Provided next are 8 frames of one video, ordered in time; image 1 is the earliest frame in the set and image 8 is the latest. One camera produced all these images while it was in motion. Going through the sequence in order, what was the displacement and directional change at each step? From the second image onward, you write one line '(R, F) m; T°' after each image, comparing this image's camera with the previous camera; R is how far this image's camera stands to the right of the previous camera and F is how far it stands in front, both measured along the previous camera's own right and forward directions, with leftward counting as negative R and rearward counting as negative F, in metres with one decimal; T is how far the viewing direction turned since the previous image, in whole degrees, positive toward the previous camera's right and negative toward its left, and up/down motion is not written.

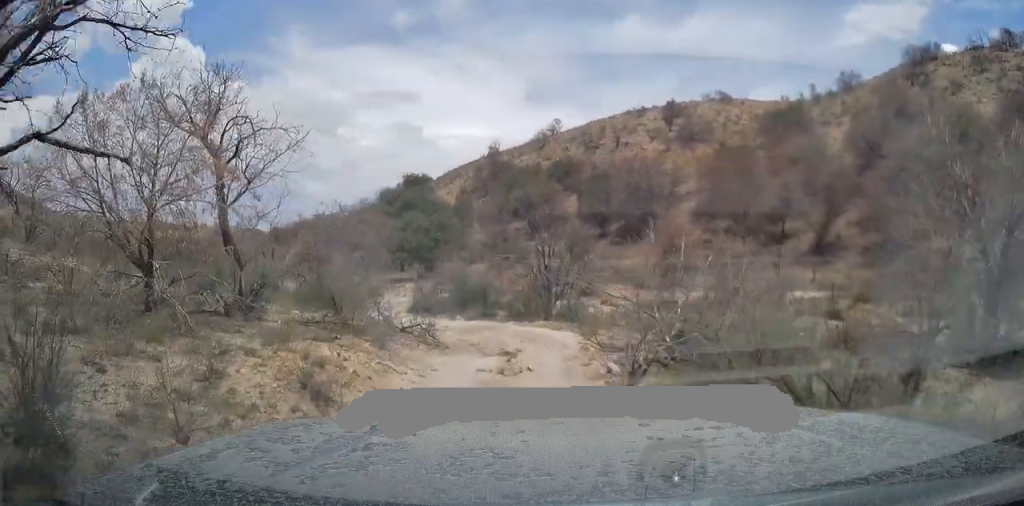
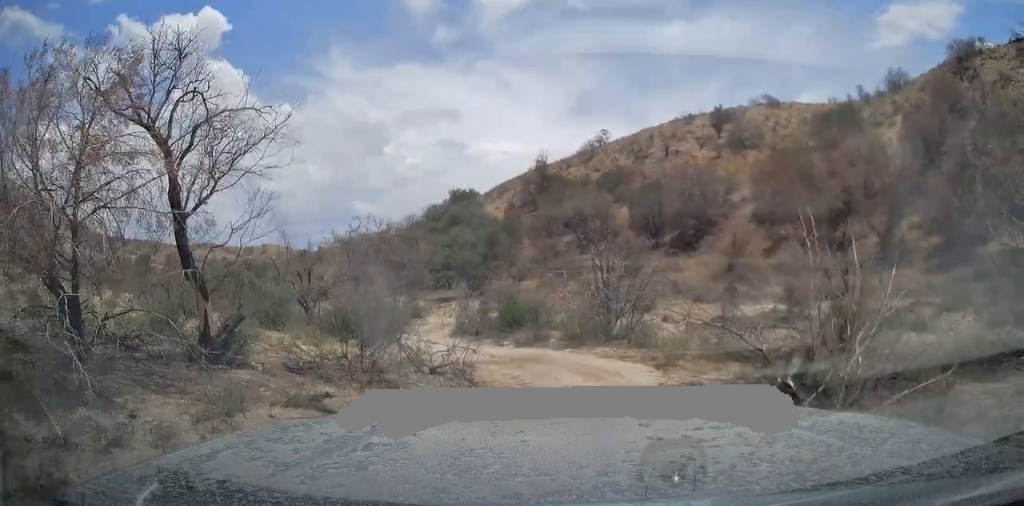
(+0.4, +2.8) m; -1°
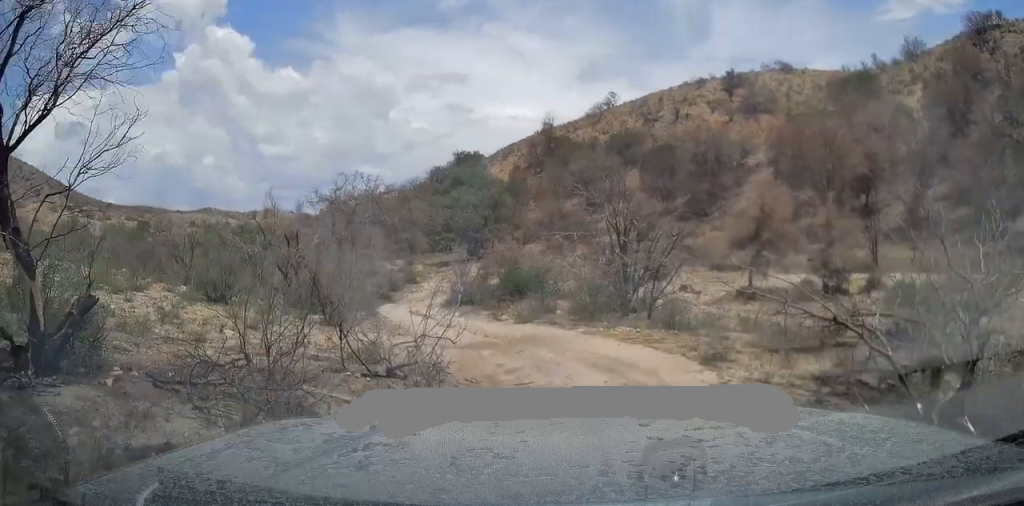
(-0.2, +2.8) m; -4°
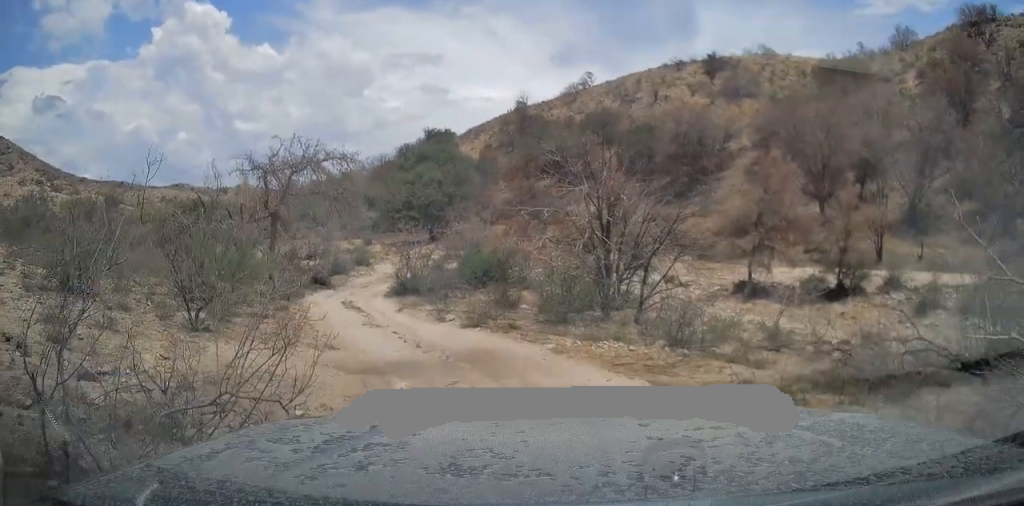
(0.0, +4.1) m; -6°
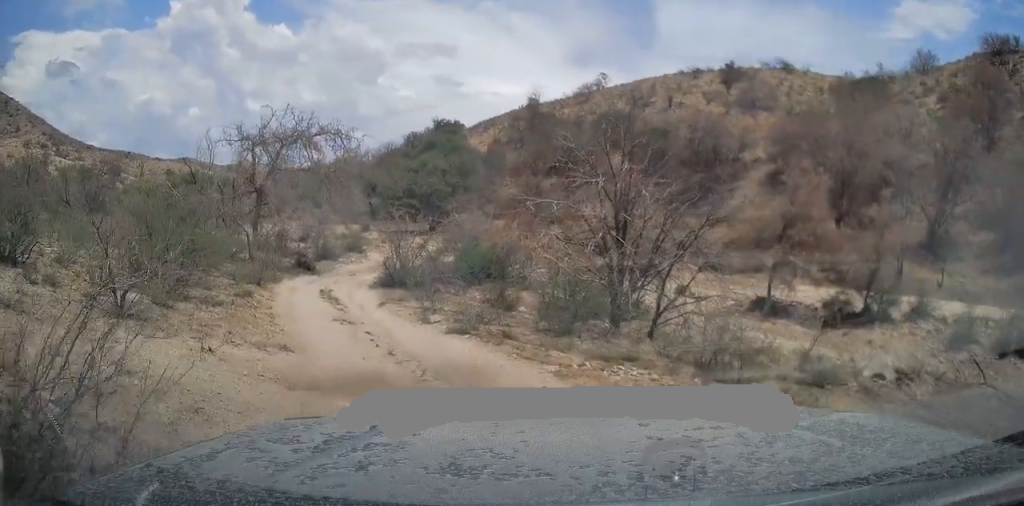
(-0.3, +2.3) m; -6°
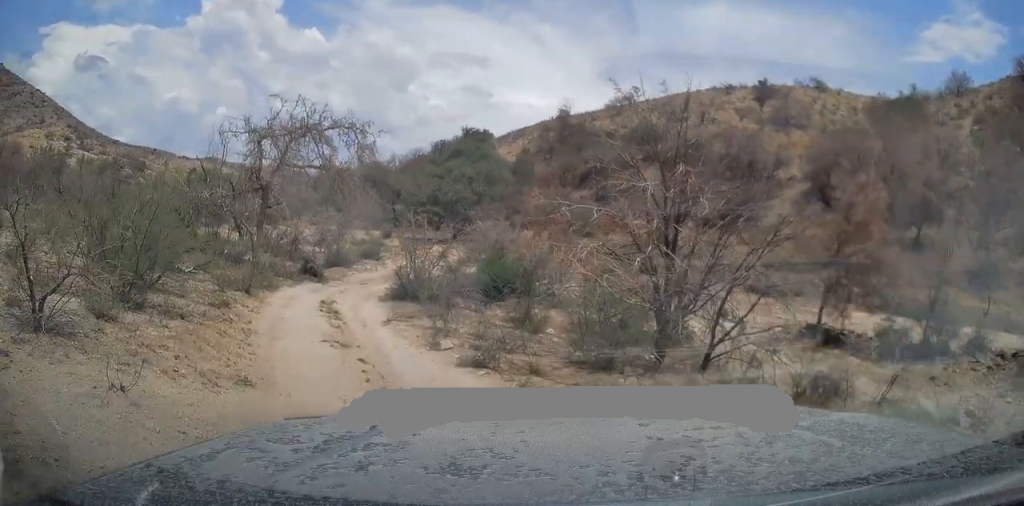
(-0.1, +2.2) m; -2°
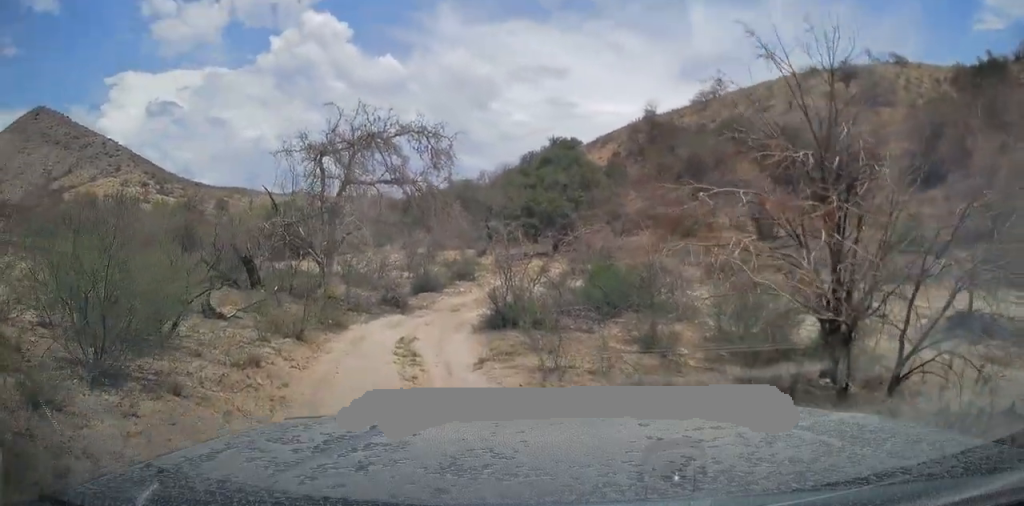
(0.0, +2.8) m; -4°
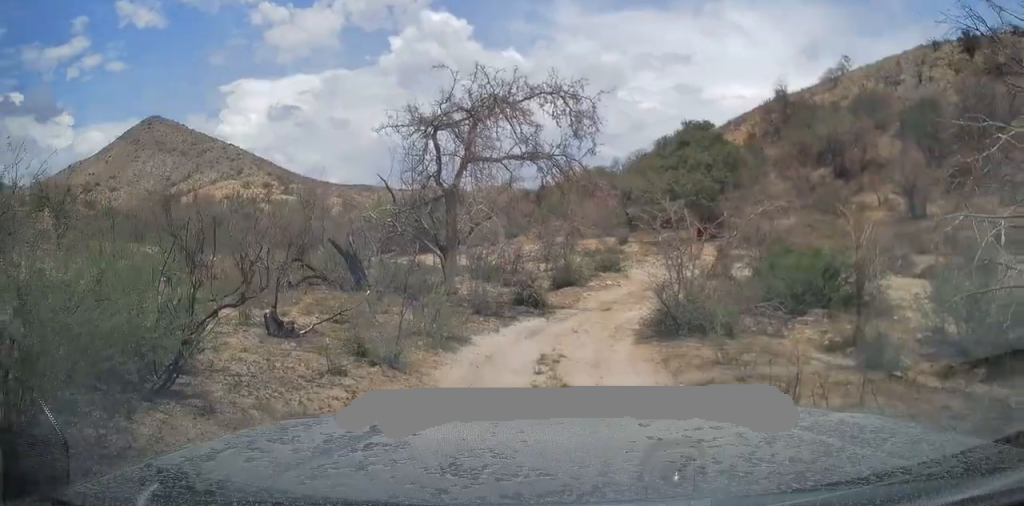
(-0.2, +3.1) m; -8°
